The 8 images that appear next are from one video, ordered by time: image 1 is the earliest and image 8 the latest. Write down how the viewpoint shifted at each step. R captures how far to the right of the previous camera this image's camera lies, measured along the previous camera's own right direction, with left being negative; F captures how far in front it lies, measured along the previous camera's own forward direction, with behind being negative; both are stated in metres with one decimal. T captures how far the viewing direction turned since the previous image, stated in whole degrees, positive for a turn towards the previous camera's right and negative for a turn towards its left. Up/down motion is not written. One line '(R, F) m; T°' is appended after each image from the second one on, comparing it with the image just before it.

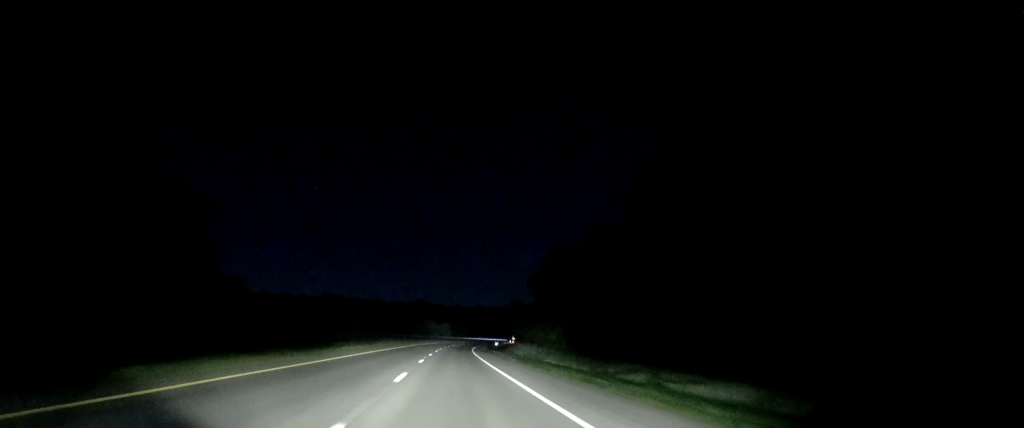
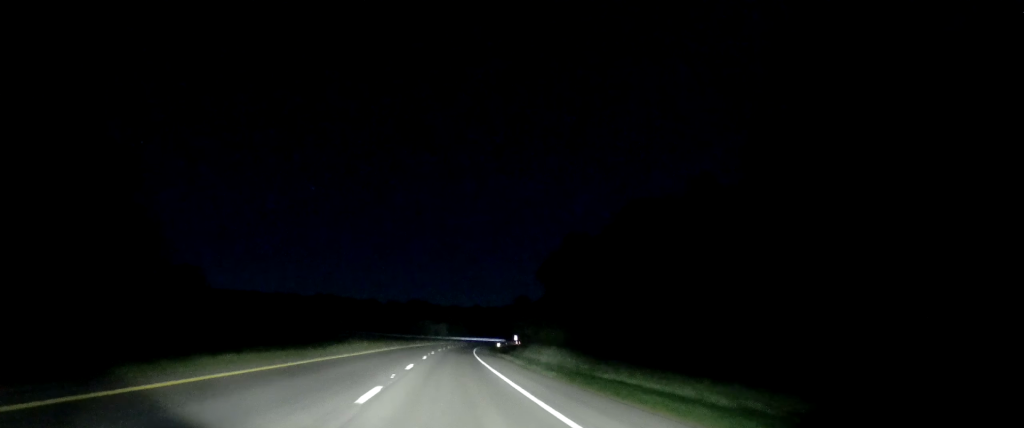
(+0.2, +18.2) m; +1°
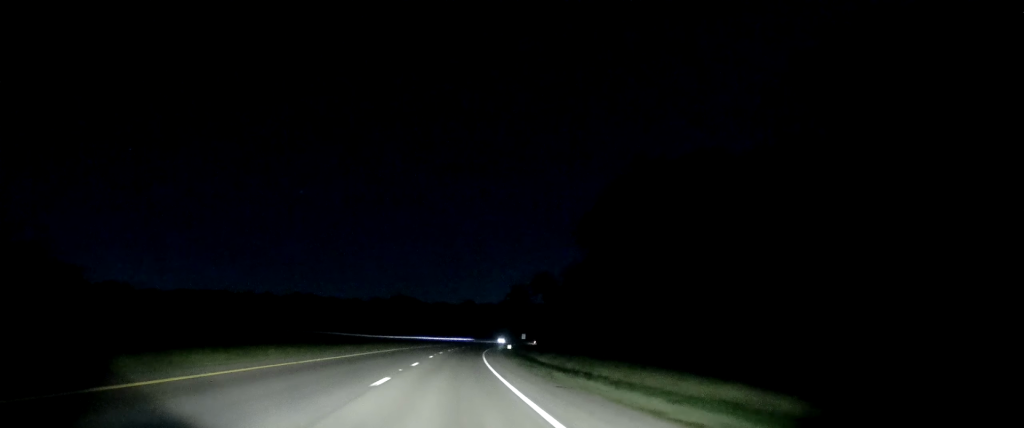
(-0.4, +44.7) m; 0°
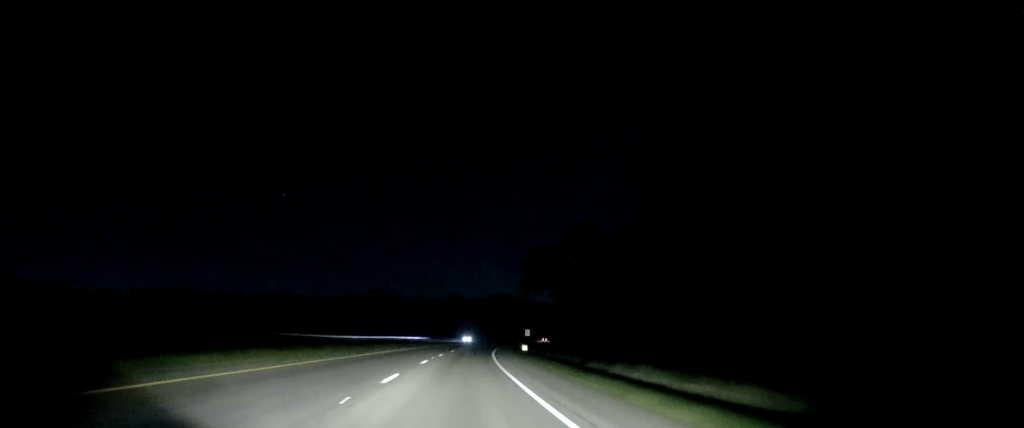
(+0.9, +35.1) m; +2°
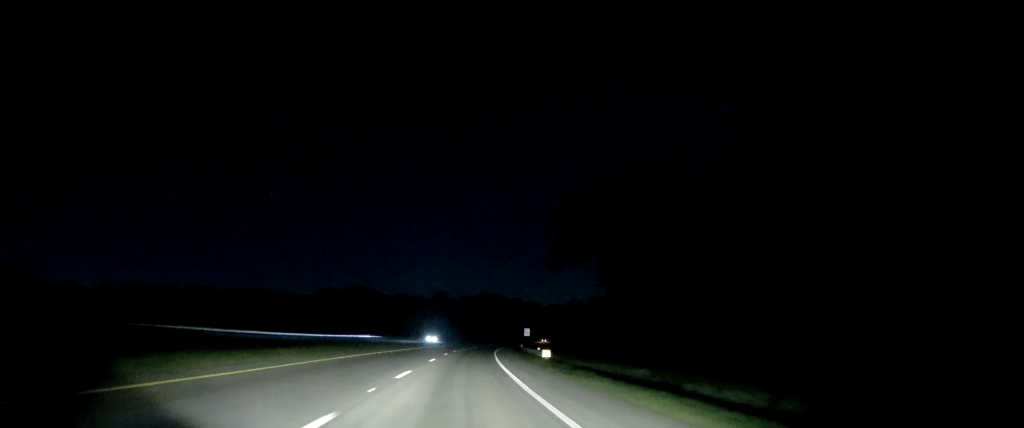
(-0.1, +21.9) m; 0°
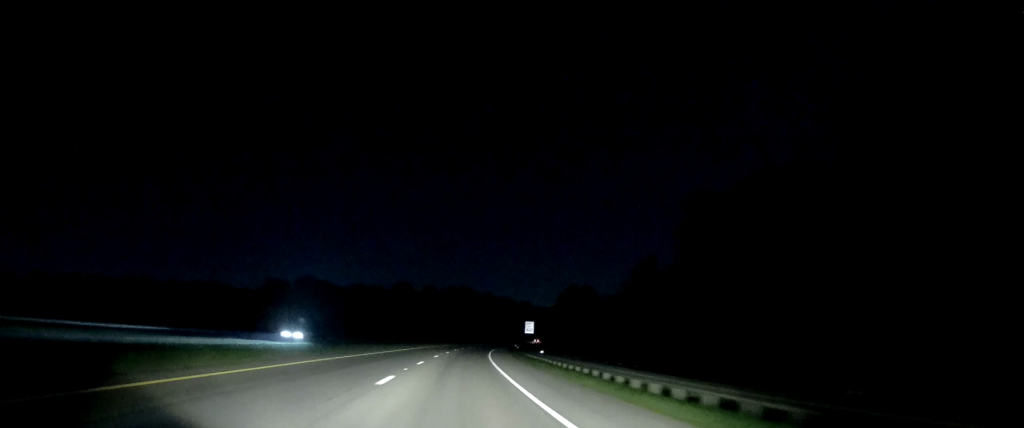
(+0.5, +39.0) m; +4°
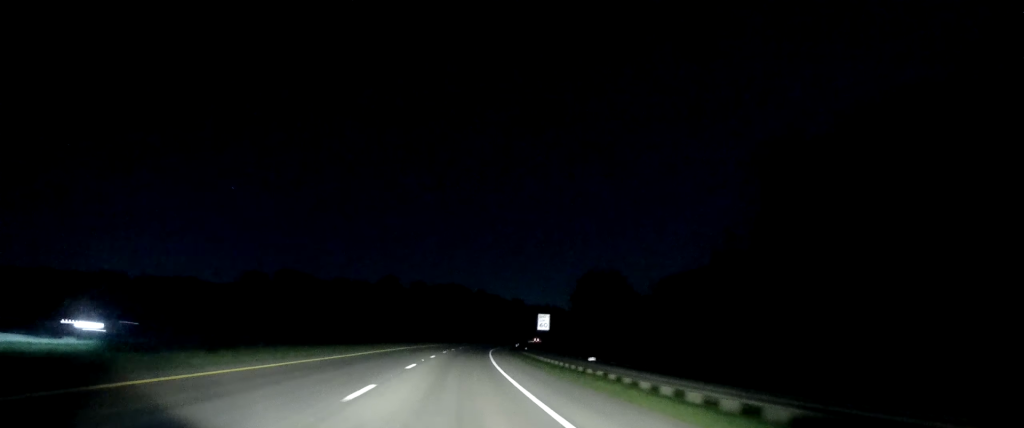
(+0.4, +16.2) m; +1°
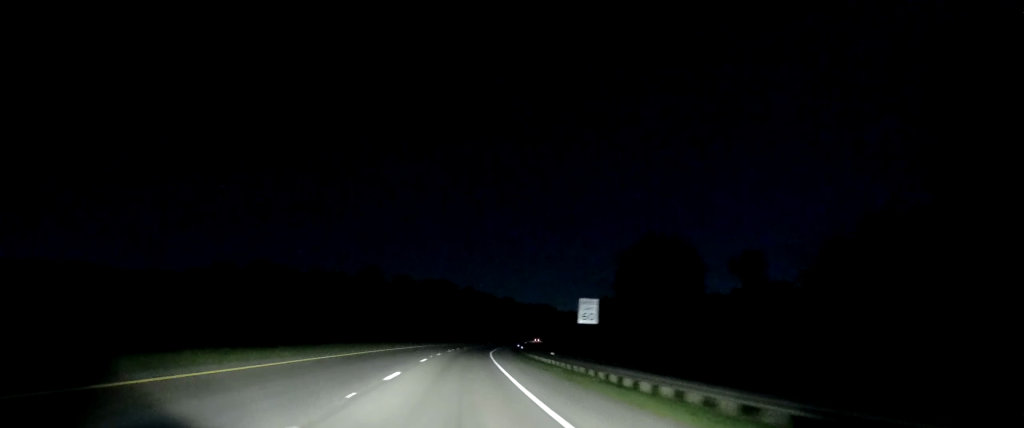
(+0.4, +19.0) m; +1°
